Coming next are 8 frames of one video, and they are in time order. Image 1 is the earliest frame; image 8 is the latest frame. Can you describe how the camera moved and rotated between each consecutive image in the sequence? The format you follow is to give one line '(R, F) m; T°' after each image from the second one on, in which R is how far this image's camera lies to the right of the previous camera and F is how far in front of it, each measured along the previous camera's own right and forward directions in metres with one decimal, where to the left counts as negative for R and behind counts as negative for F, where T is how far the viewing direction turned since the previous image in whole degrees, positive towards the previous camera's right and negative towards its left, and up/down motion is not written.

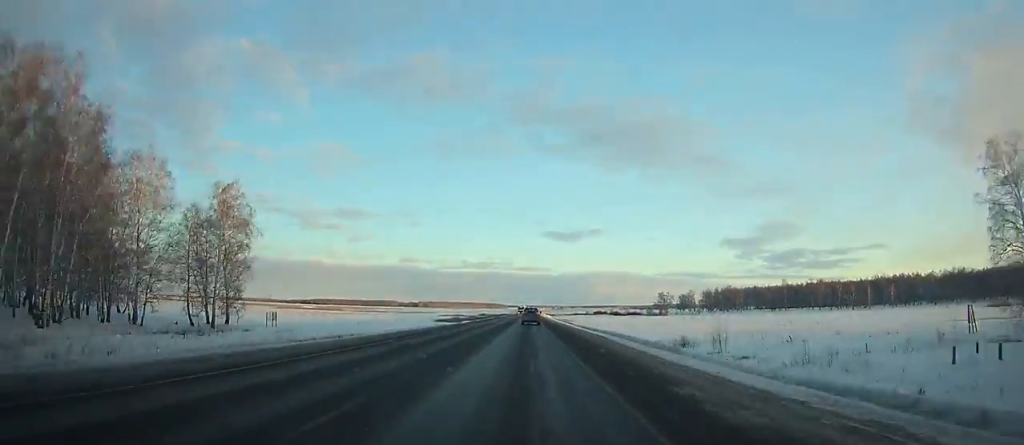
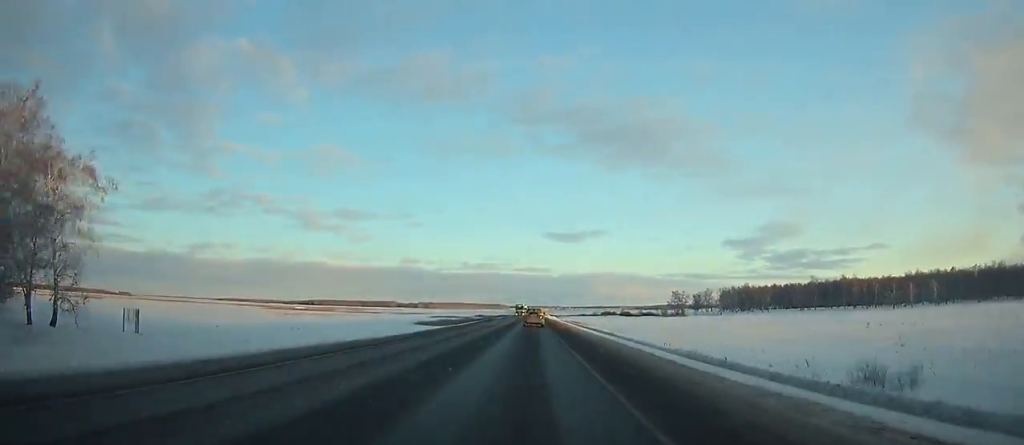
(-0.1, +38.6) m; 0°
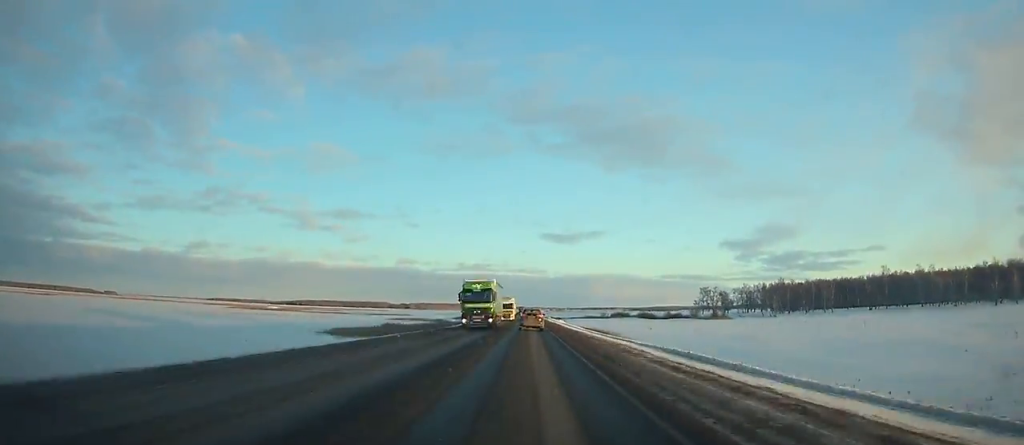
(+0.4, +76.6) m; 0°
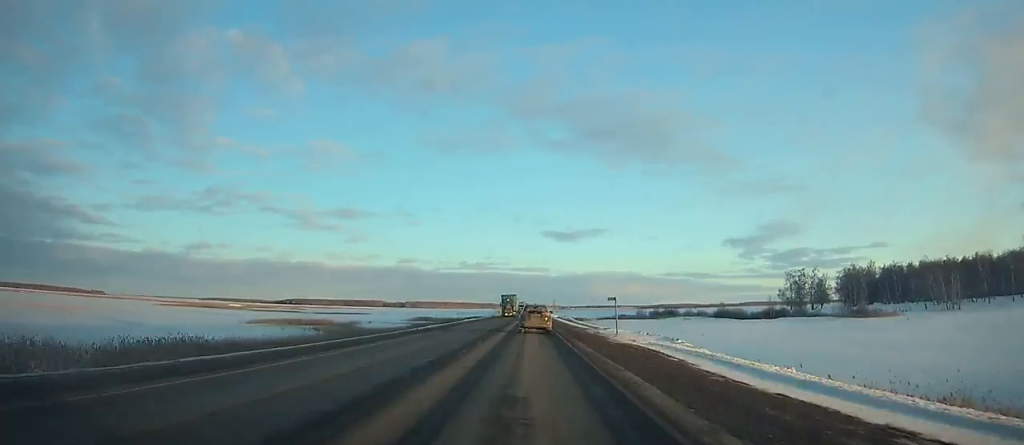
(+0.2, +112.2) m; 0°
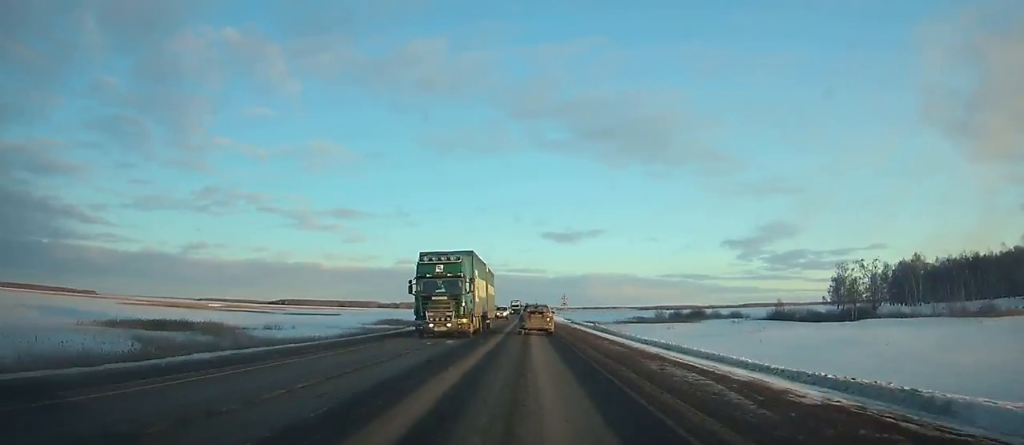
(0.0, +41.6) m; 0°
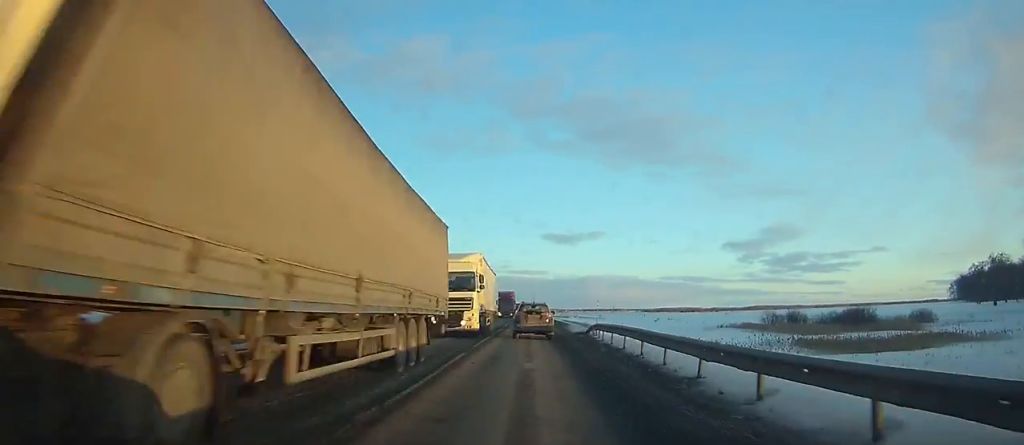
(+0.1, +97.8) m; 0°
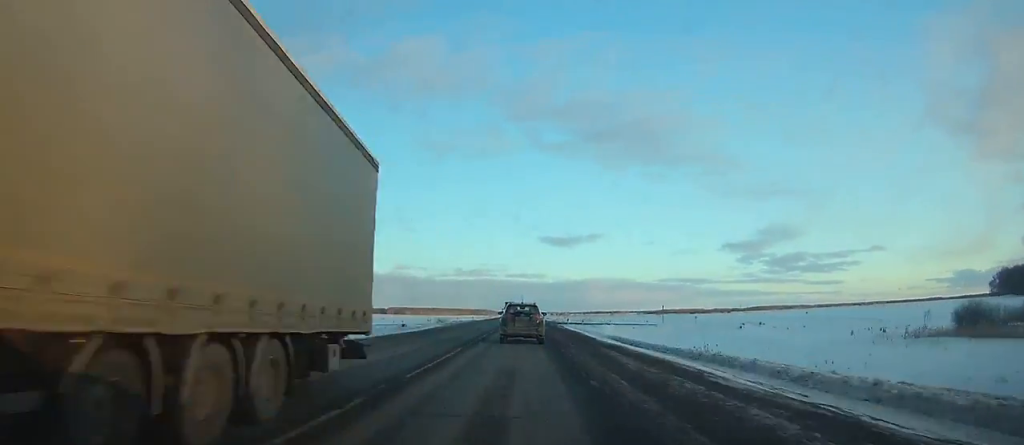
(+0.1, +55.3) m; 0°
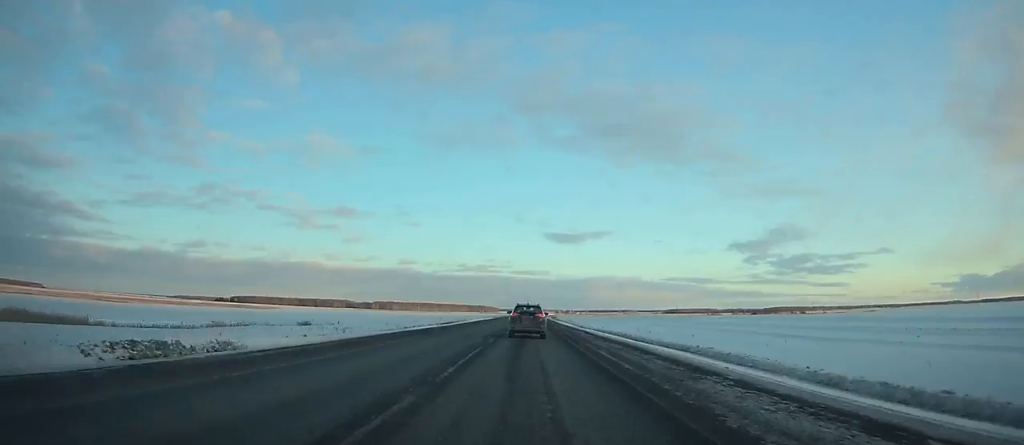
(-1.2, +224.5) m; 0°
